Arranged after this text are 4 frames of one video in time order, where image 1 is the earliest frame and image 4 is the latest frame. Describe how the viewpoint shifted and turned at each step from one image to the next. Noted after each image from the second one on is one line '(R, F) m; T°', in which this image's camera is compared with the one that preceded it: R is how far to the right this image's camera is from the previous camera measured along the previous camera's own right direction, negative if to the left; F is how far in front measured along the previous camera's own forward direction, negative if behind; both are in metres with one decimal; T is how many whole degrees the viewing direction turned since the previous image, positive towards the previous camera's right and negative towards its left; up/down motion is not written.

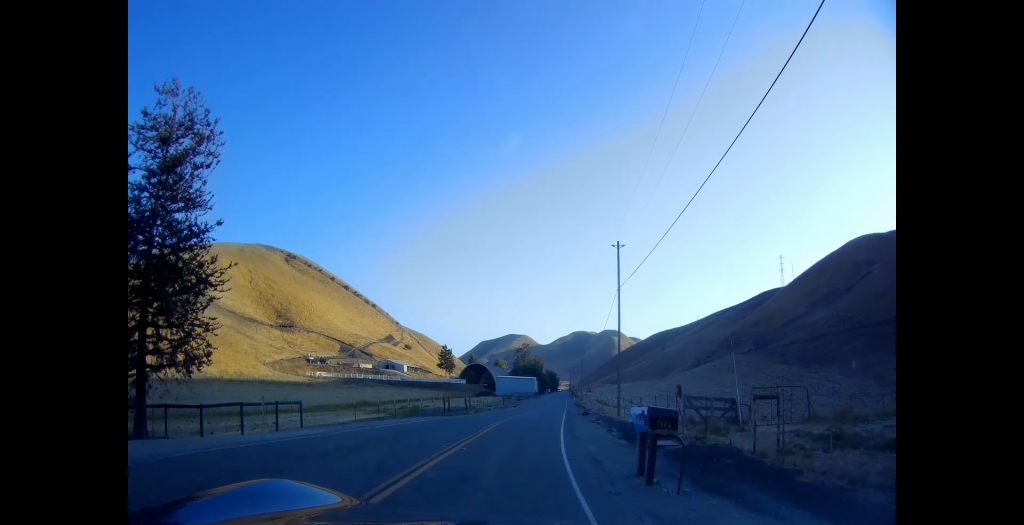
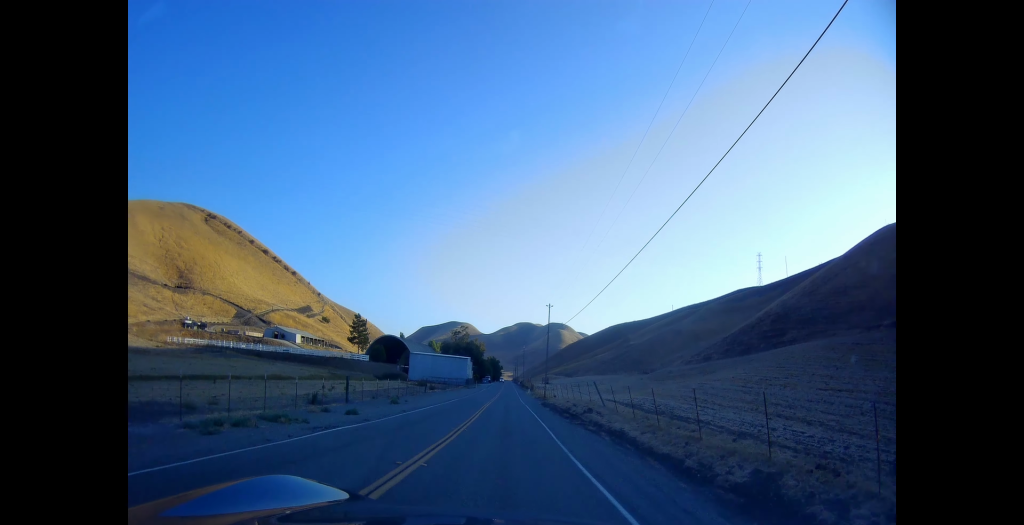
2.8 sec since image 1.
(+6.7, +56.0) m; +9°
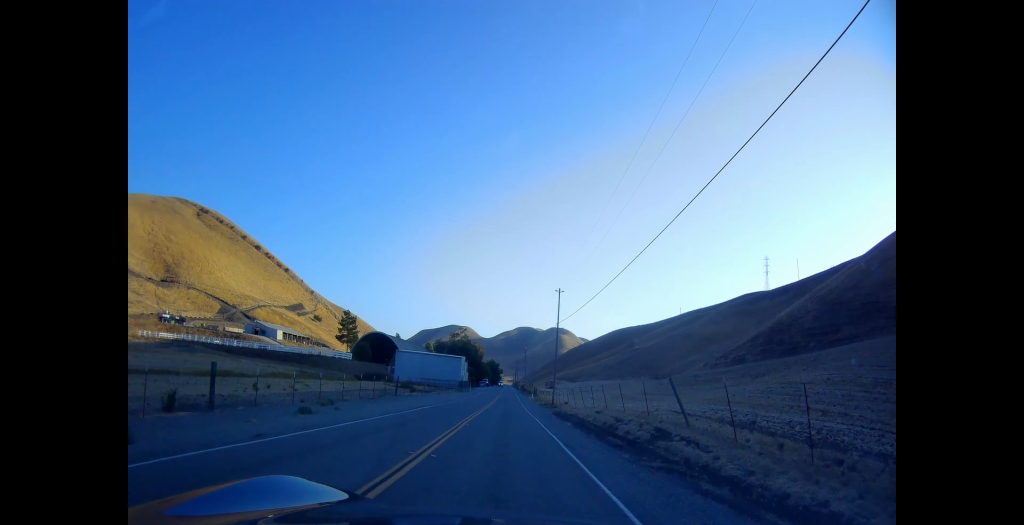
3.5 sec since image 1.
(0.0, +14.2) m; 0°
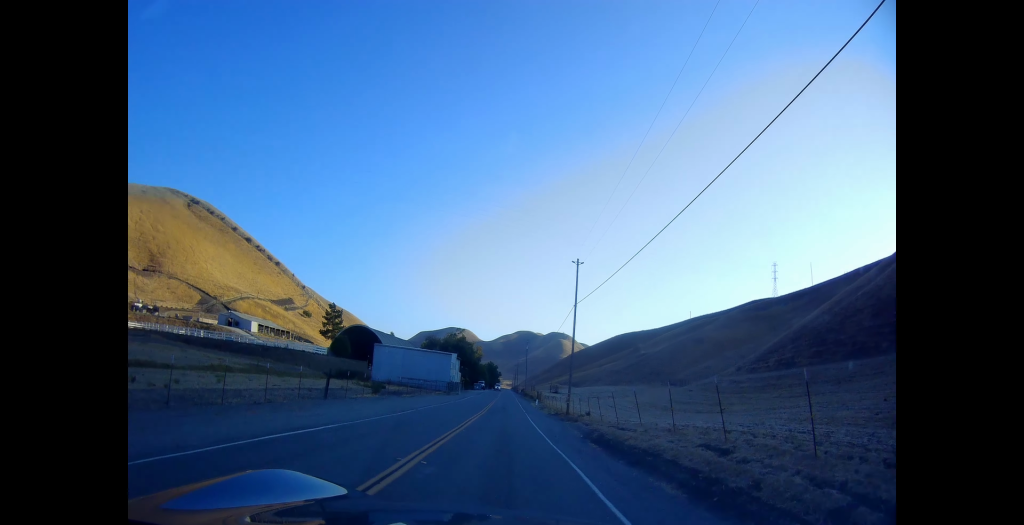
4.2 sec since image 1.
(+0.3, +15.2) m; 0°
